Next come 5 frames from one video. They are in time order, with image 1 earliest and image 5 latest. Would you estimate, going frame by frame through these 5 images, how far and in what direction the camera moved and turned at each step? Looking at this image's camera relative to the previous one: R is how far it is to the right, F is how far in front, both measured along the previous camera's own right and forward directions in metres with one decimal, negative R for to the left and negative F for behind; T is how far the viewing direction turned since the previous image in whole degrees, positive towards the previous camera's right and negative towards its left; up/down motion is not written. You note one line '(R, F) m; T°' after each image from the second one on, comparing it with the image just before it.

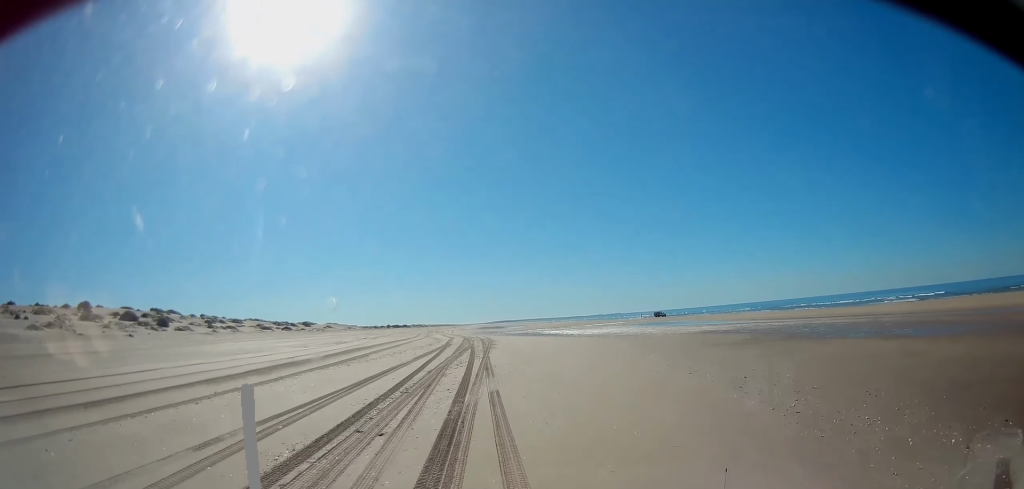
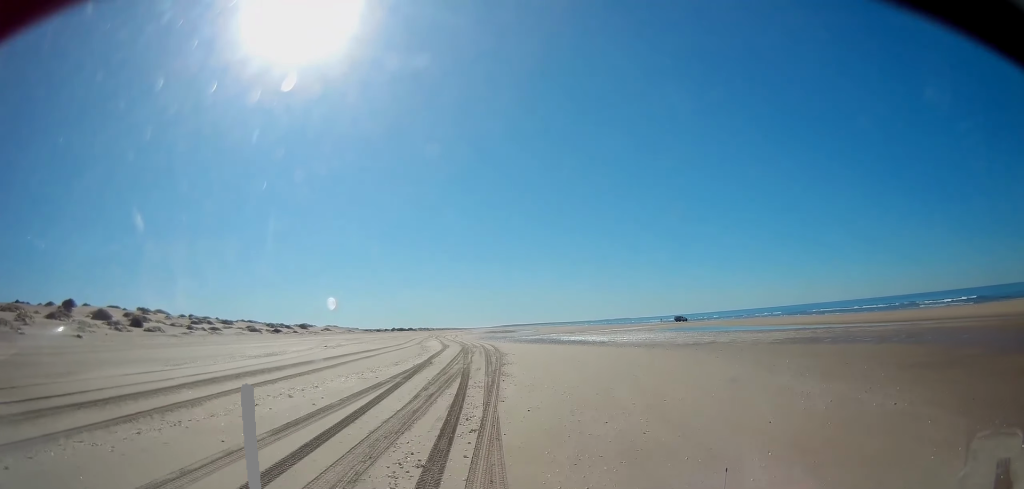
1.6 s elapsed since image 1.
(0.0, +18.8) m; 0°
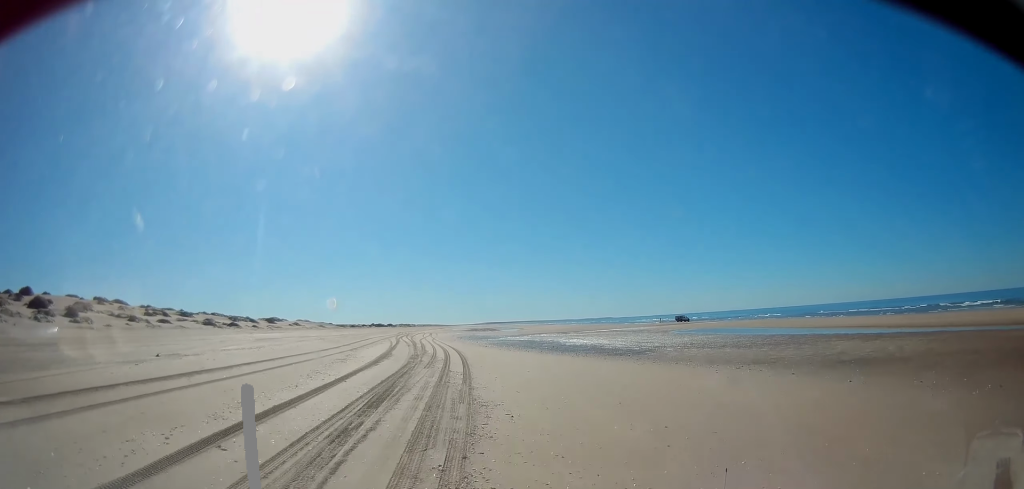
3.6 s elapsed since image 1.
(+0.1, +23.7) m; 0°
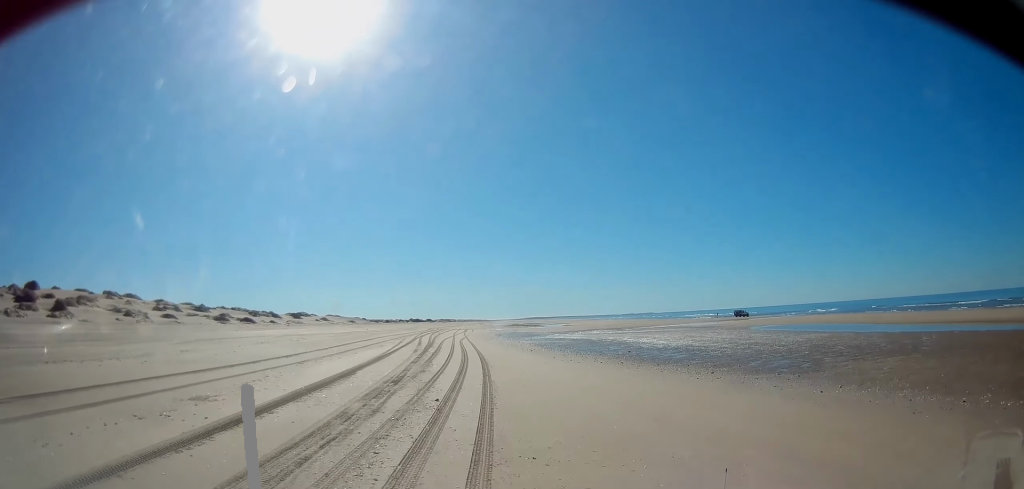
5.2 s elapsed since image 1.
(-0.1, +18.6) m; -4°
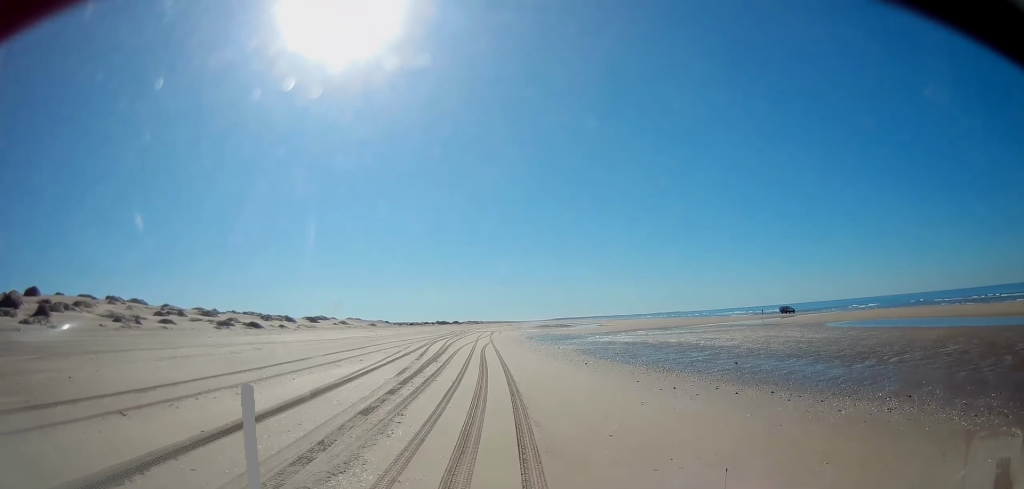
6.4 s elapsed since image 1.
(-0.8, +14.8) m; -3°
